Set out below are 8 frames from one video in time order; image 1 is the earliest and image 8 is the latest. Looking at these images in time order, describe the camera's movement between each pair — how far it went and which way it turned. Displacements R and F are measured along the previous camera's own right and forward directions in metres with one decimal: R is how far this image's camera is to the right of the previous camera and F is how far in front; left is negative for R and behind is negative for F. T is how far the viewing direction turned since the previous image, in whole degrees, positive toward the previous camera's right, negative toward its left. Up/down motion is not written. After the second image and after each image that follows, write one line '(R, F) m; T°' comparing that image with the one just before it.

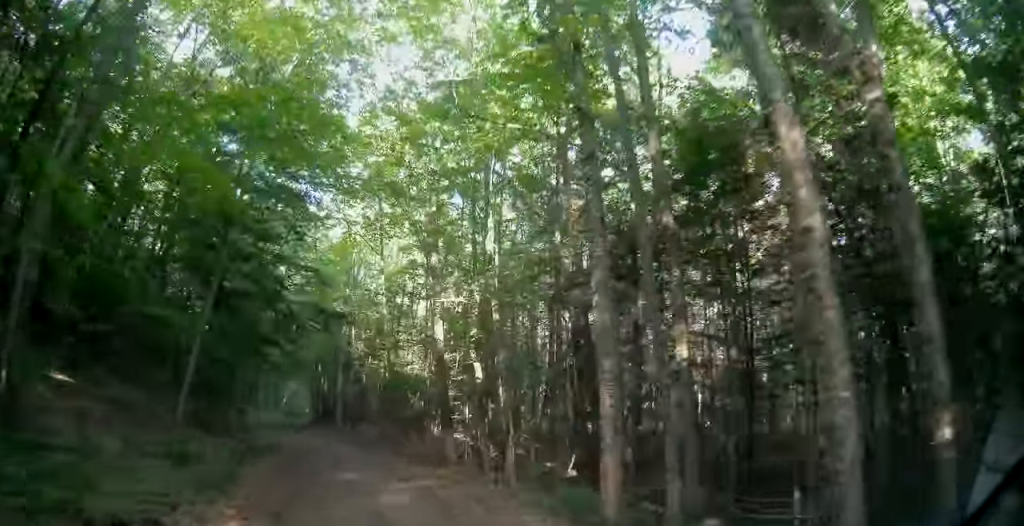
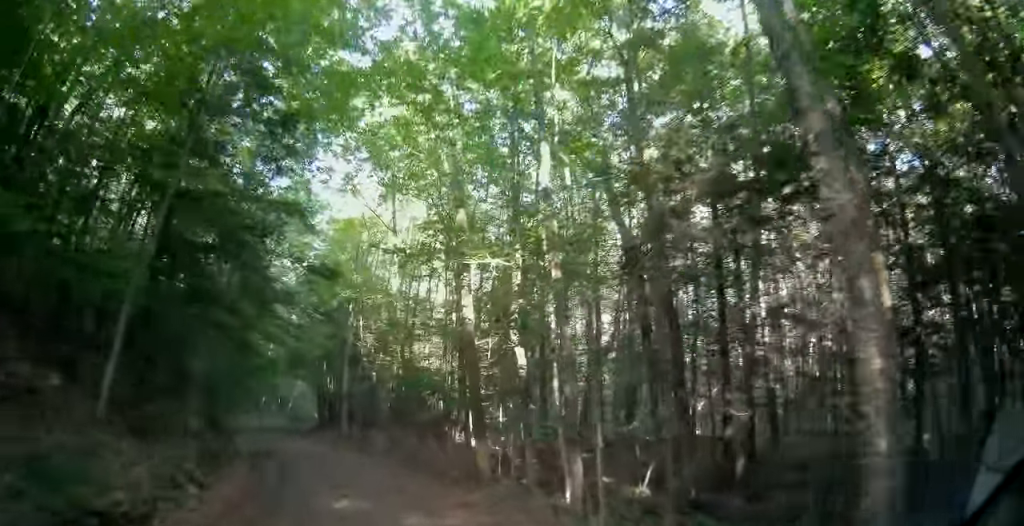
(-0.4, +5.7) m; -6°
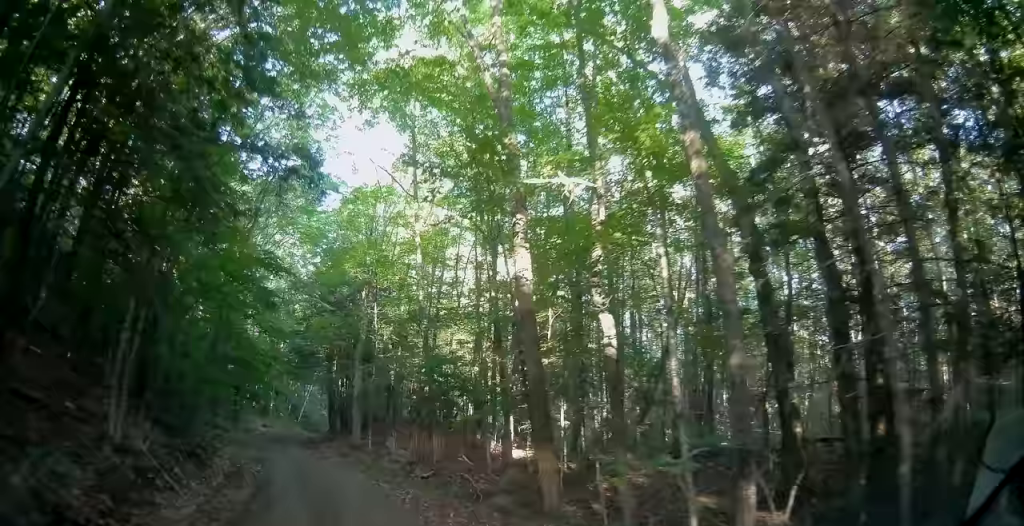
(-0.2, +5.6) m; -4°
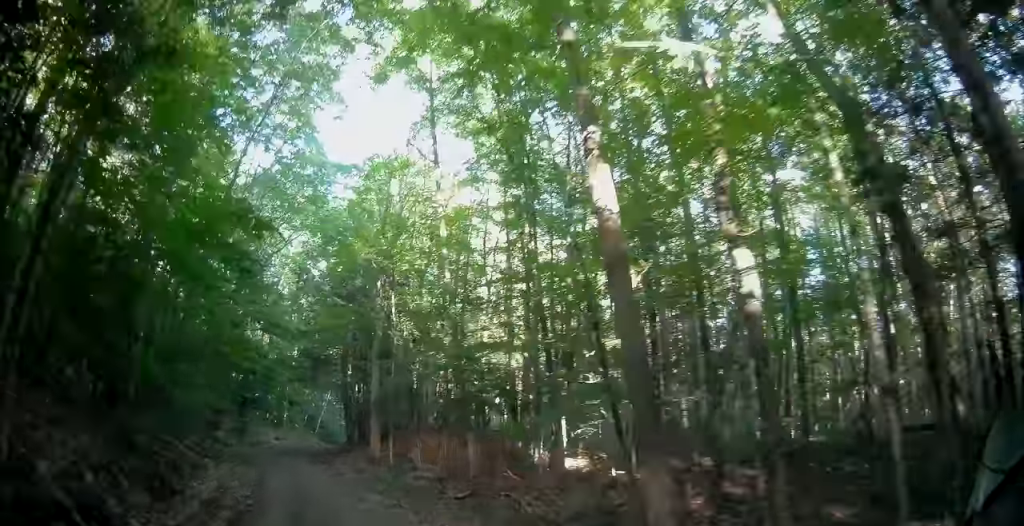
(0.0, +4.4) m; -3°
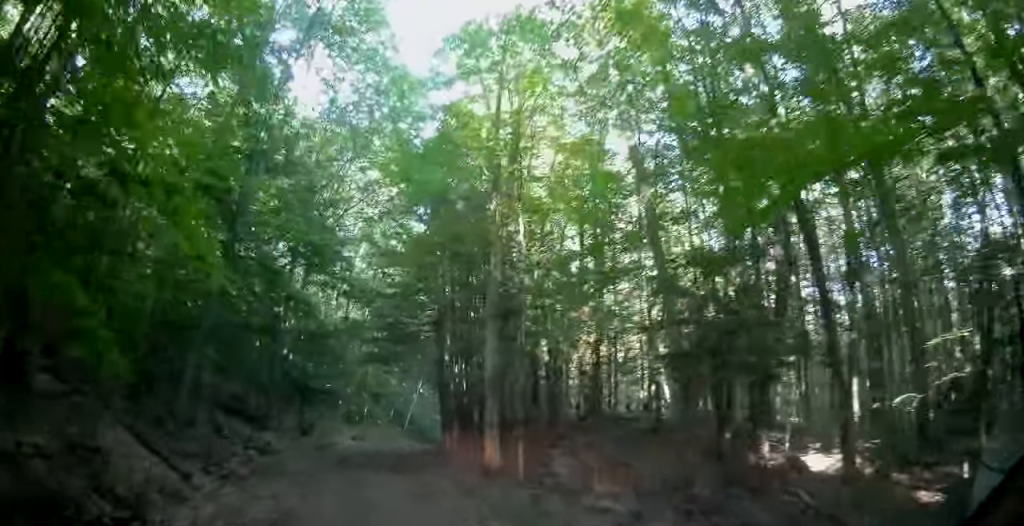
(0.0, +9.4) m; -7°
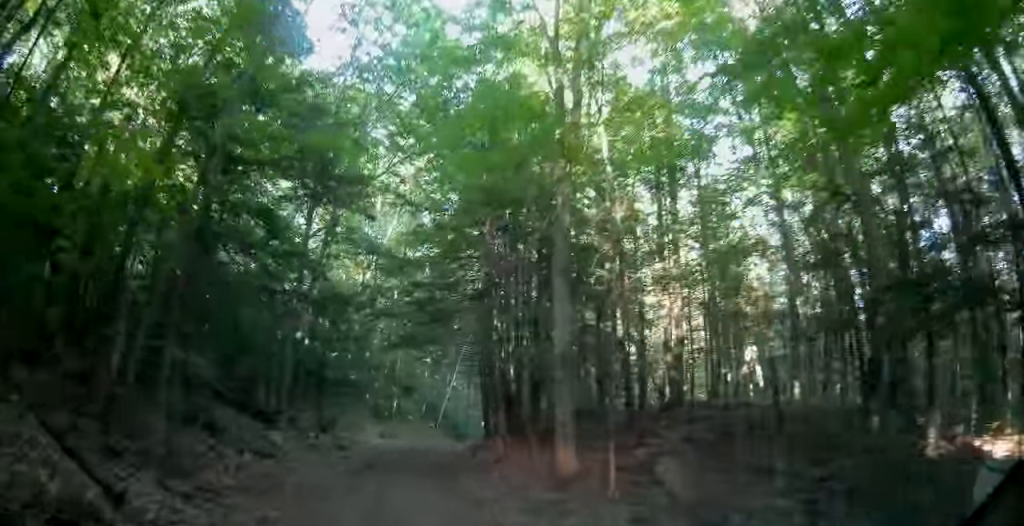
(-0.7, +3.9) m; -8°
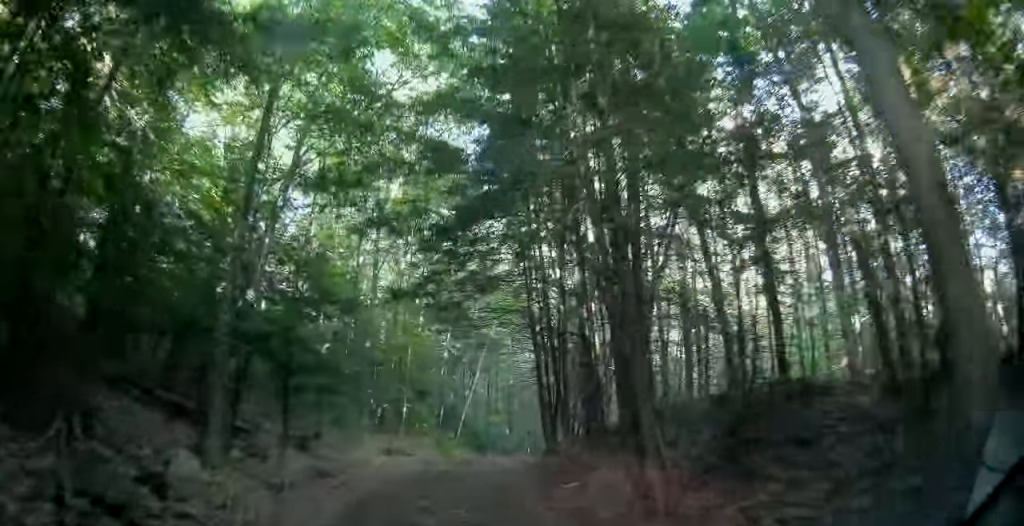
(-0.3, +8.3) m; 0°
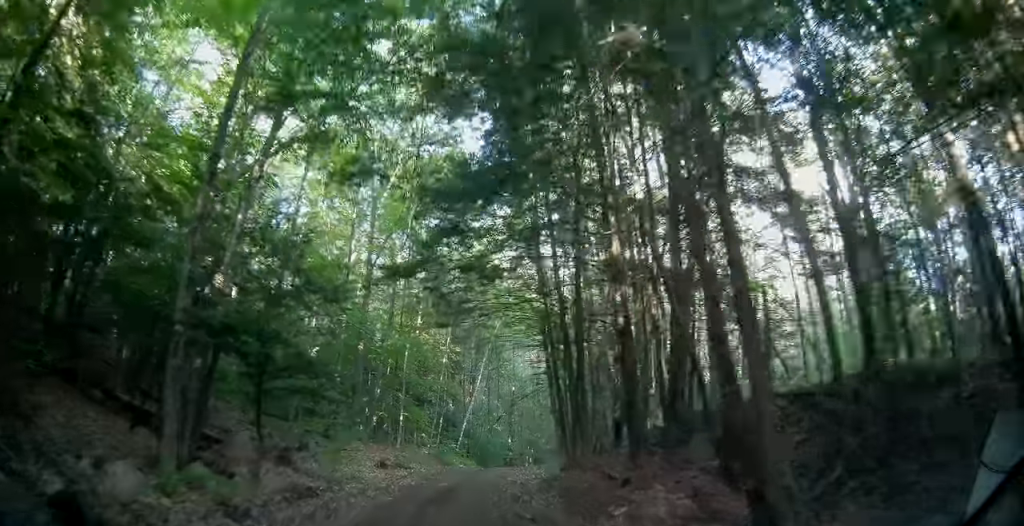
(-0.1, +2.2) m; +3°
